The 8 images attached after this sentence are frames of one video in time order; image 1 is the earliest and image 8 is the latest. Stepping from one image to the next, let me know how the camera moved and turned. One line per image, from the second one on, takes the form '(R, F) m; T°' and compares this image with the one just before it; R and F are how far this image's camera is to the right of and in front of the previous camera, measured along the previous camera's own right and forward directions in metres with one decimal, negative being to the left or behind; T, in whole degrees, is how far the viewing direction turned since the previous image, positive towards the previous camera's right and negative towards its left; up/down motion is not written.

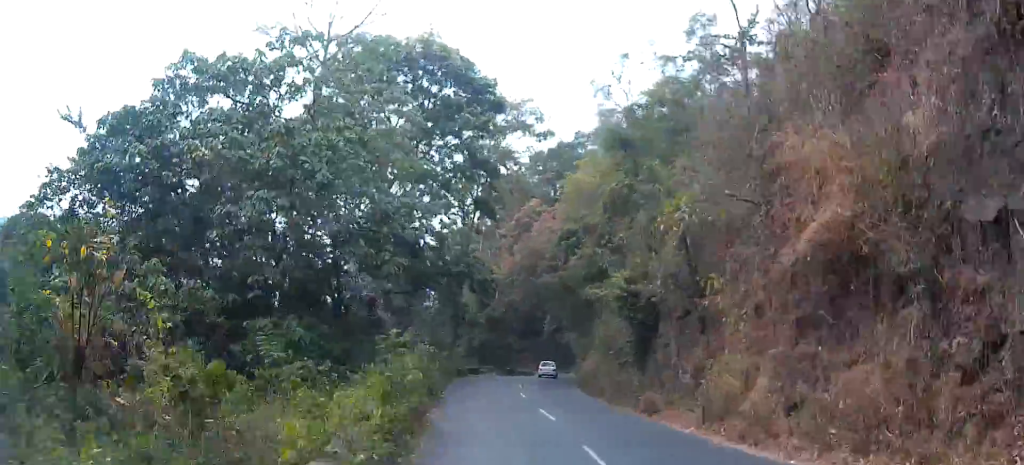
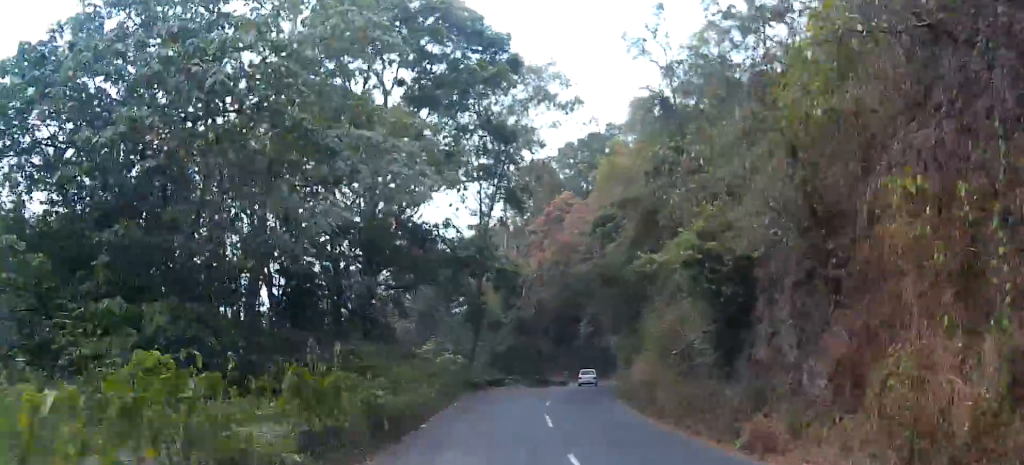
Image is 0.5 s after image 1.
(-0.2, +7.3) m; -2°
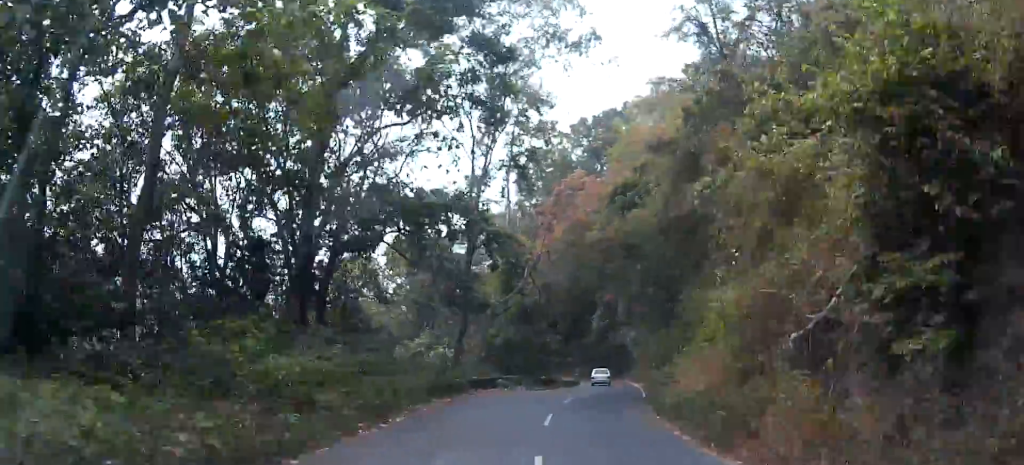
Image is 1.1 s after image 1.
(-0.2, +8.7) m; 0°
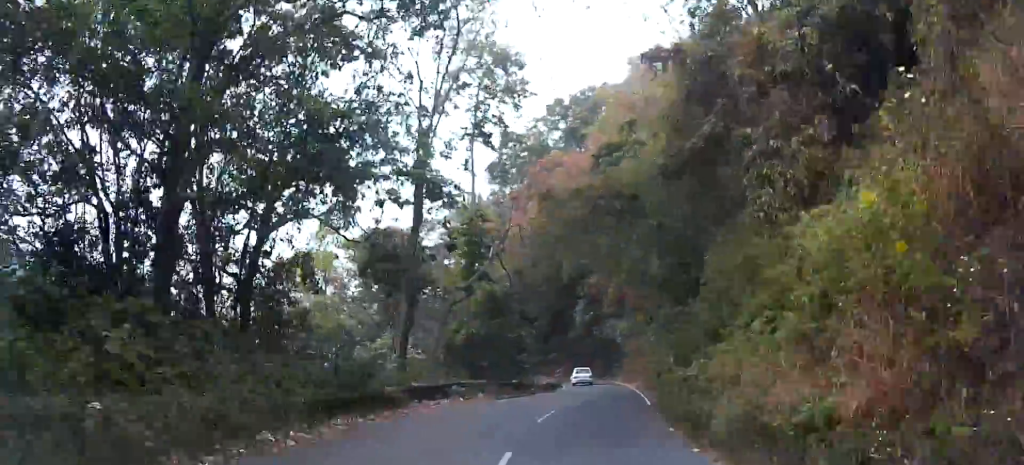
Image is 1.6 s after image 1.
(0.0, +7.7) m; 0°
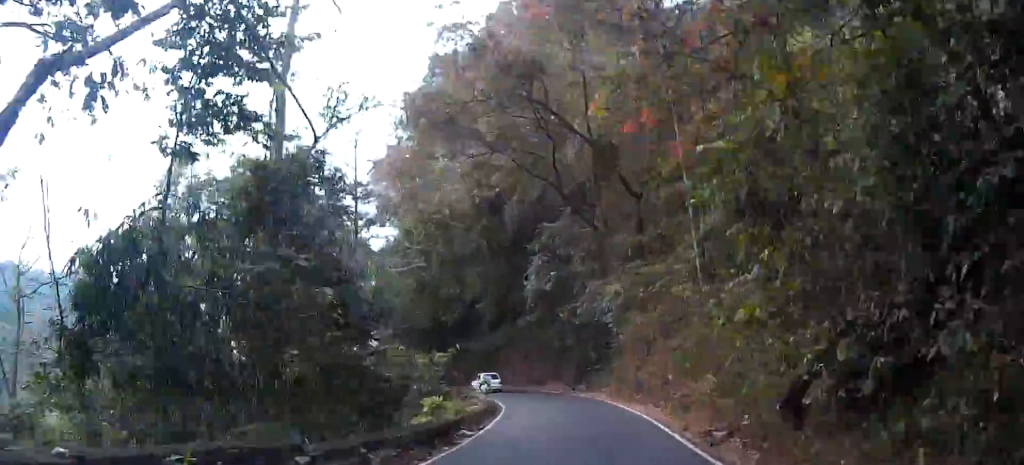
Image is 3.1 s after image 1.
(-0.3, +24.0) m; -3°
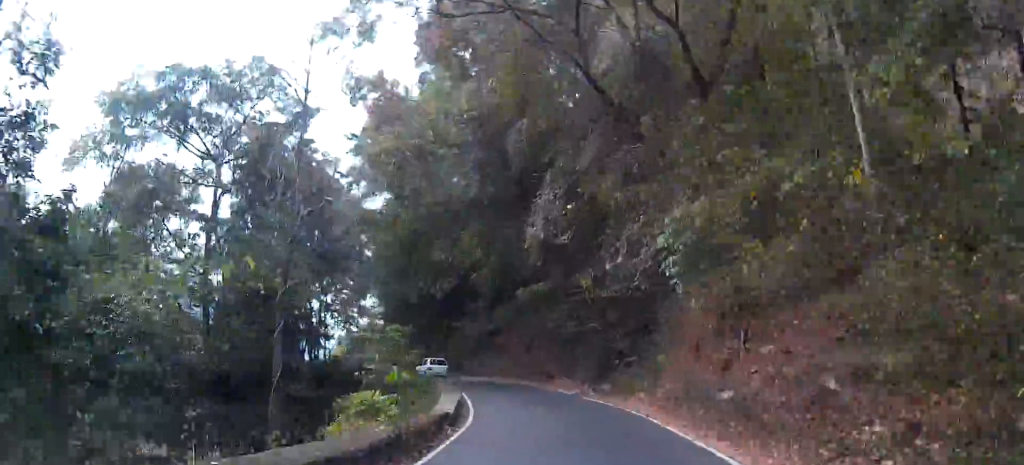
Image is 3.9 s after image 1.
(-0.2, +12.2) m; -4°
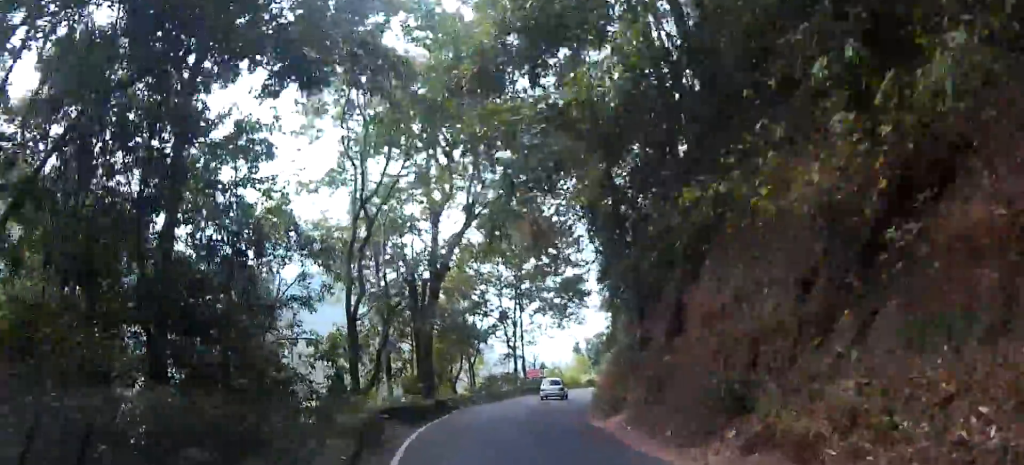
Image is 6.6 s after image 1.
(-4.2, +35.1) m; -12°
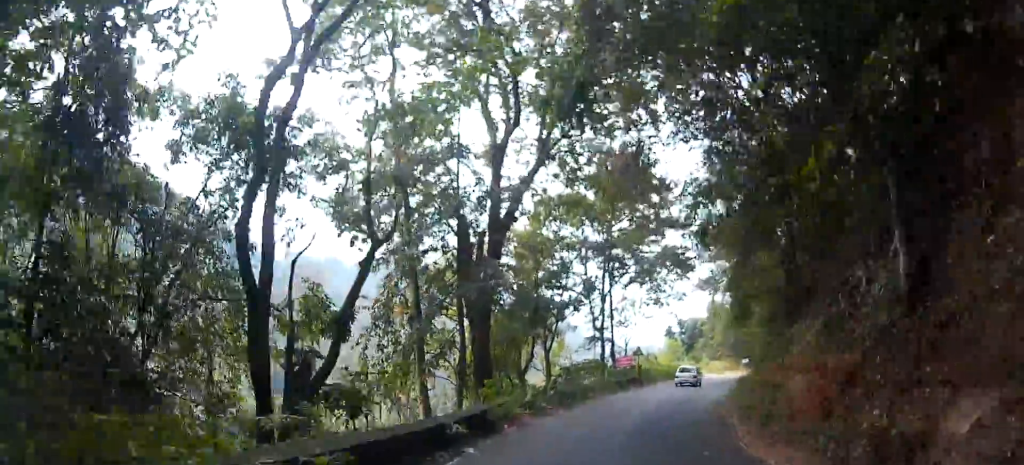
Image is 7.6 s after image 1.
(-0.2, +12.8) m; +1°
